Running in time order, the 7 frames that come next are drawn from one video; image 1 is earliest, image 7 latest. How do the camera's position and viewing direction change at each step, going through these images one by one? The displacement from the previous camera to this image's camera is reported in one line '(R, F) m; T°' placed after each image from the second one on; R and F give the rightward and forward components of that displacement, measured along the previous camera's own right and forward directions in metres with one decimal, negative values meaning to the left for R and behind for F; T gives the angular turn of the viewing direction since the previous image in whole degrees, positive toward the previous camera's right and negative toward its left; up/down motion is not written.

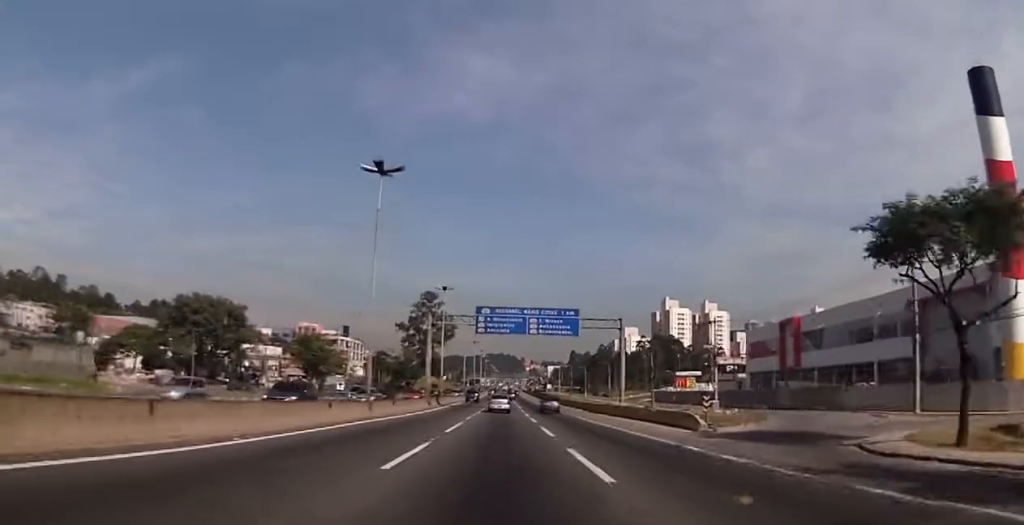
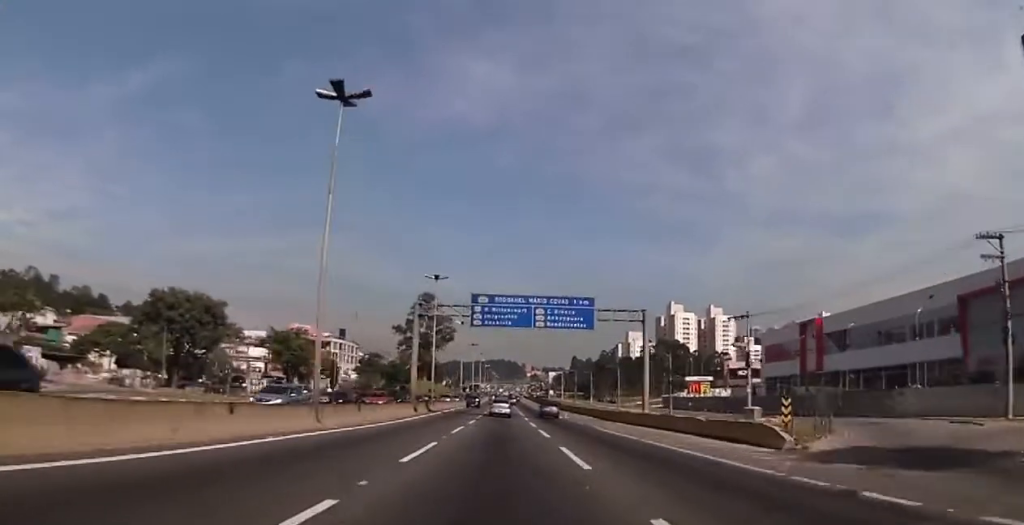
(0.0, +9.6) m; 0°
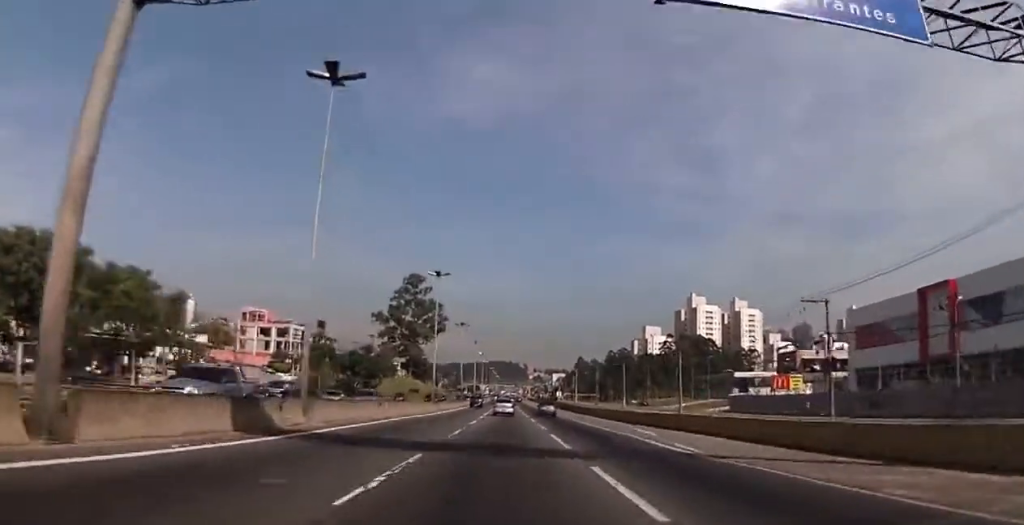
(+0.5, +41.2) m; +1°
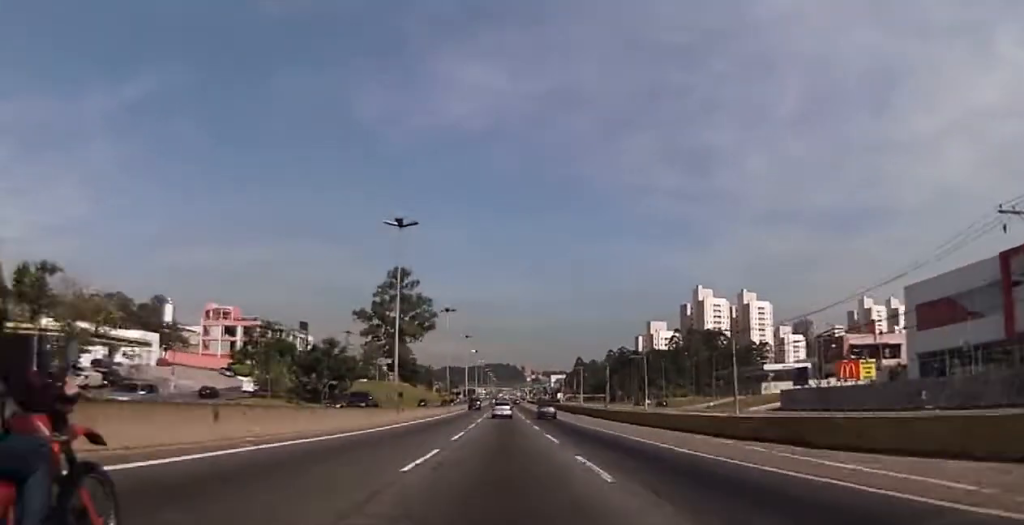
(-0.3, +19.9) m; -1°
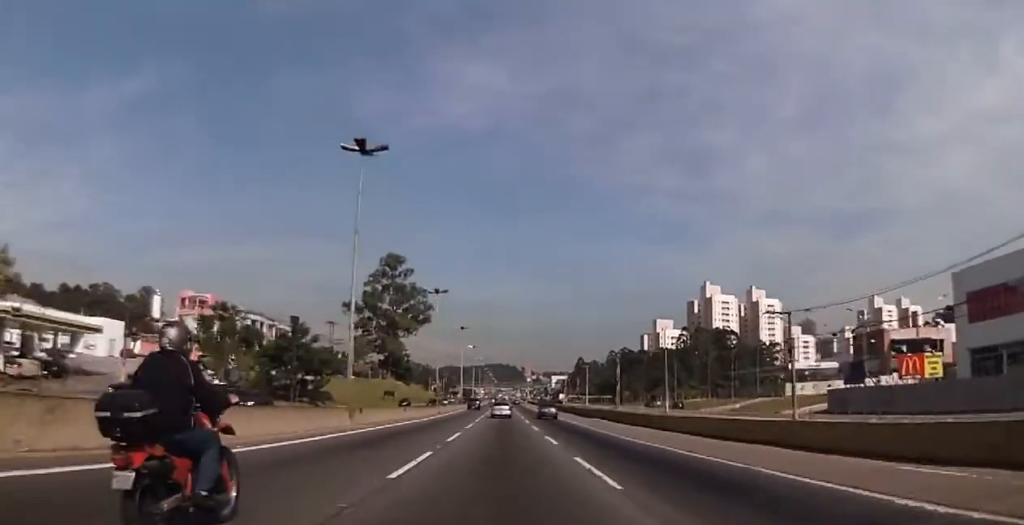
(0.0, +12.6) m; 0°
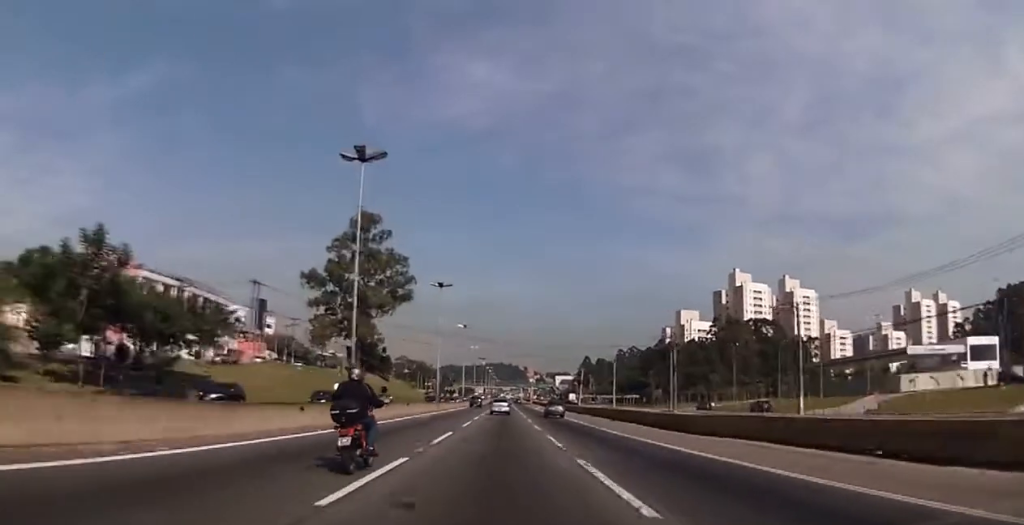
(-0.1, +39.2) m; 0°
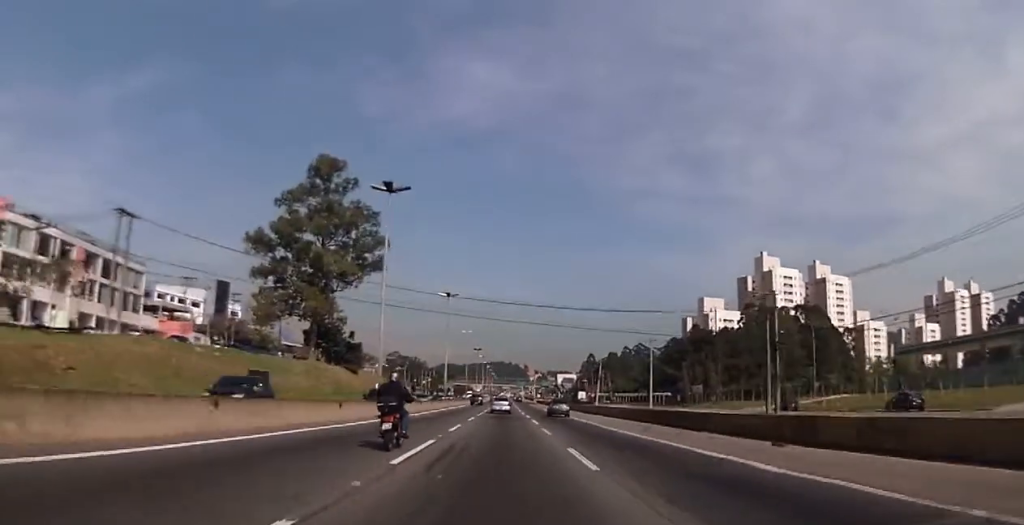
(+0.3, +31.9) m; 0°
